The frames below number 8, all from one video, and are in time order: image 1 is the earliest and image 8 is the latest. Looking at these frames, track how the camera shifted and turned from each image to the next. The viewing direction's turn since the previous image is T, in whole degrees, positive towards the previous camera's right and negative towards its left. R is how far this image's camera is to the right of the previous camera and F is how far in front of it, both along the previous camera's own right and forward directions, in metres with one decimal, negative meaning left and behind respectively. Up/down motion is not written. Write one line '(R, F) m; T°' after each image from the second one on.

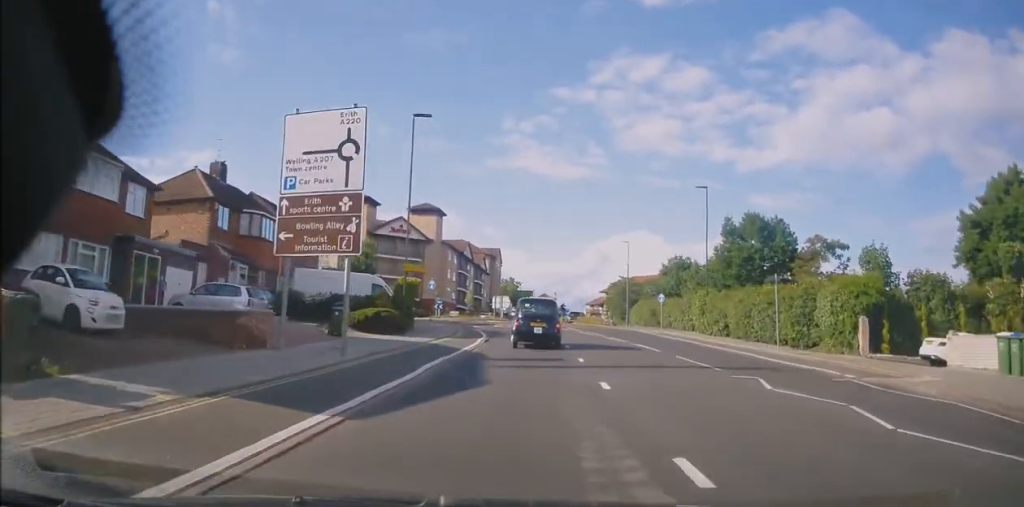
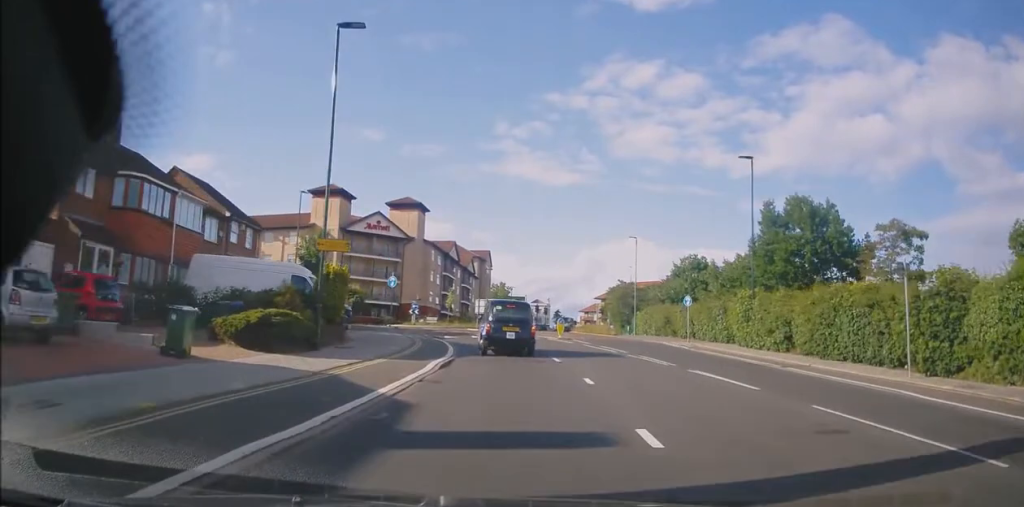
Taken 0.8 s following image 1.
(+0.1, +10.3) m; +1°
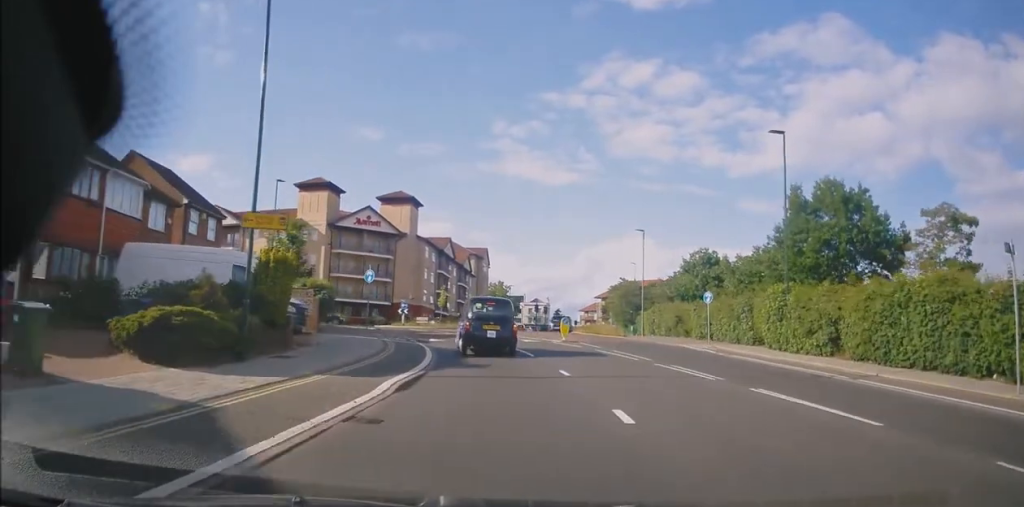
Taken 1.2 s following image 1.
(0.0, +4.6) m; 0°
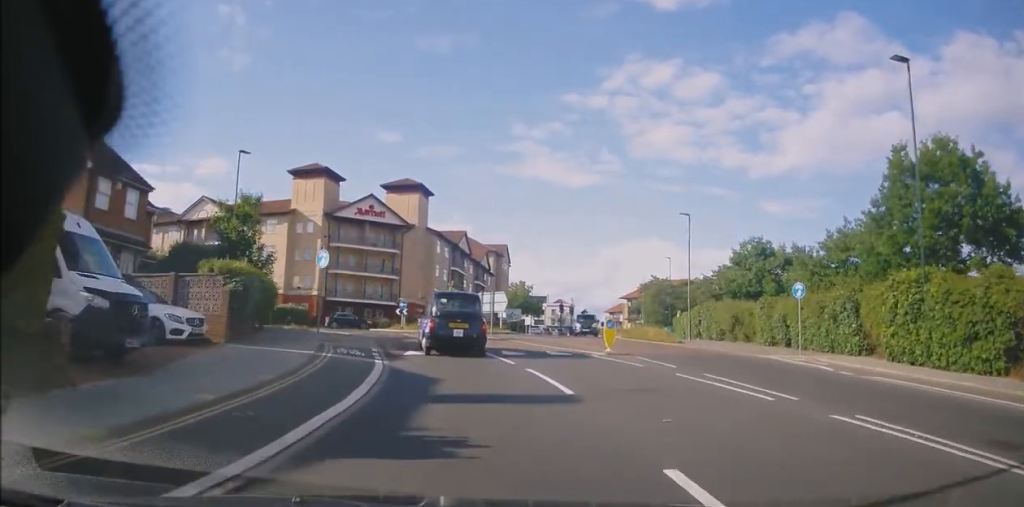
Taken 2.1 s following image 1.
(+0.2, +9.7) m; -3°
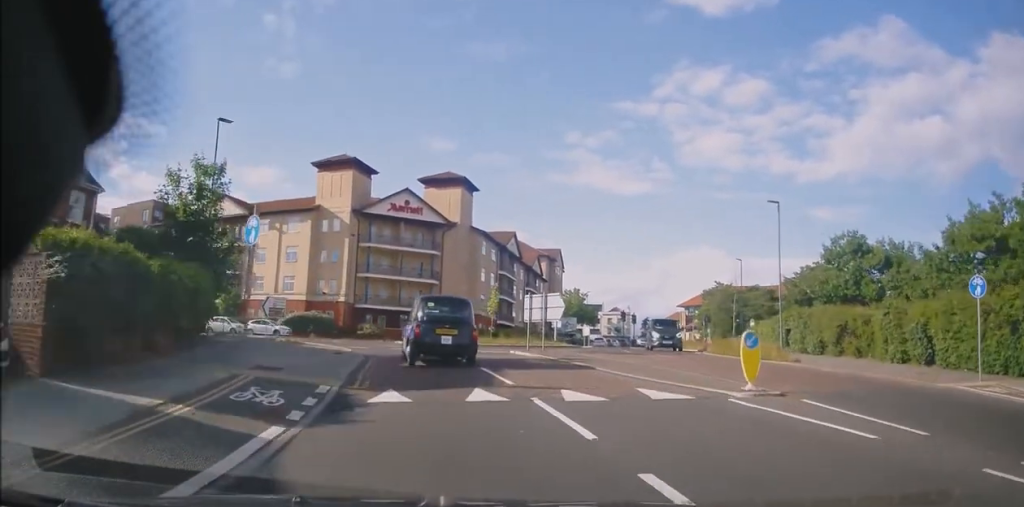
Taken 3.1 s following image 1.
(-0.6, +9.0) m; -7°
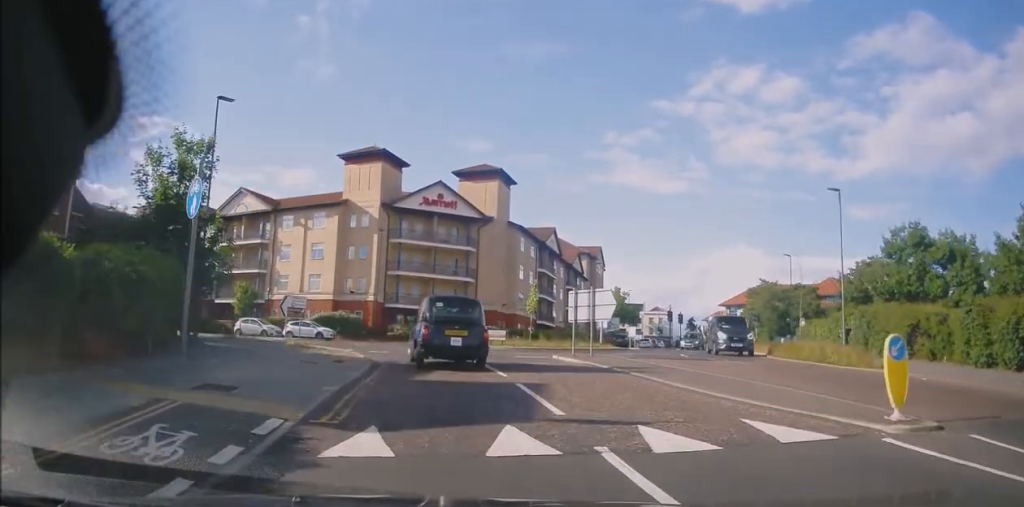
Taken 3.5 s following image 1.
(-0.2, +3.6) m; -3°
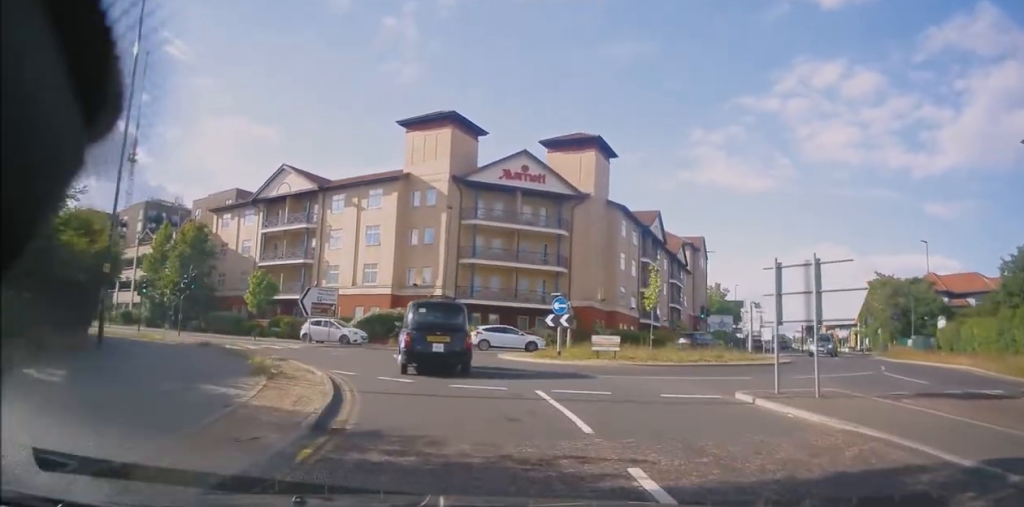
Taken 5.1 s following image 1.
(-0.9, +12.0) m; -8°
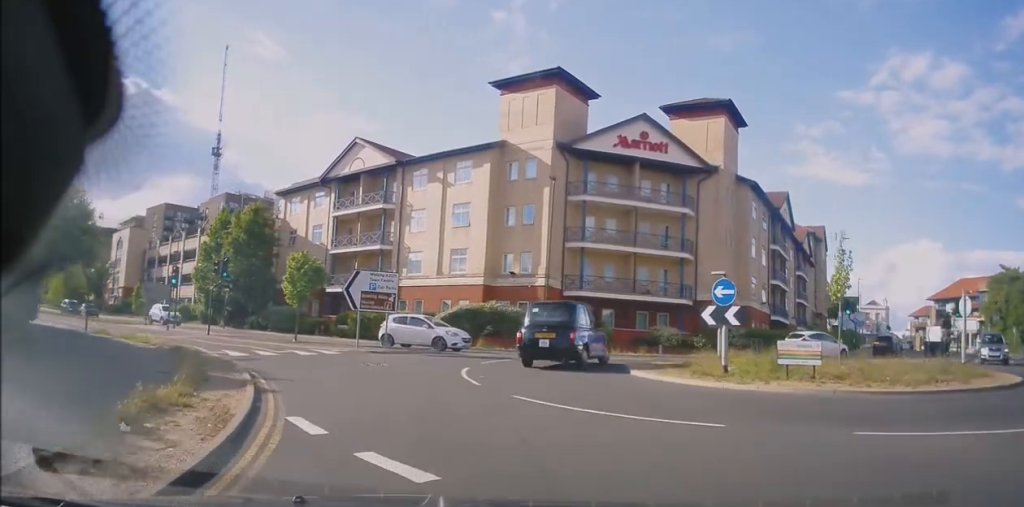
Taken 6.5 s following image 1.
(-0.6, +8.7) m; -10°
